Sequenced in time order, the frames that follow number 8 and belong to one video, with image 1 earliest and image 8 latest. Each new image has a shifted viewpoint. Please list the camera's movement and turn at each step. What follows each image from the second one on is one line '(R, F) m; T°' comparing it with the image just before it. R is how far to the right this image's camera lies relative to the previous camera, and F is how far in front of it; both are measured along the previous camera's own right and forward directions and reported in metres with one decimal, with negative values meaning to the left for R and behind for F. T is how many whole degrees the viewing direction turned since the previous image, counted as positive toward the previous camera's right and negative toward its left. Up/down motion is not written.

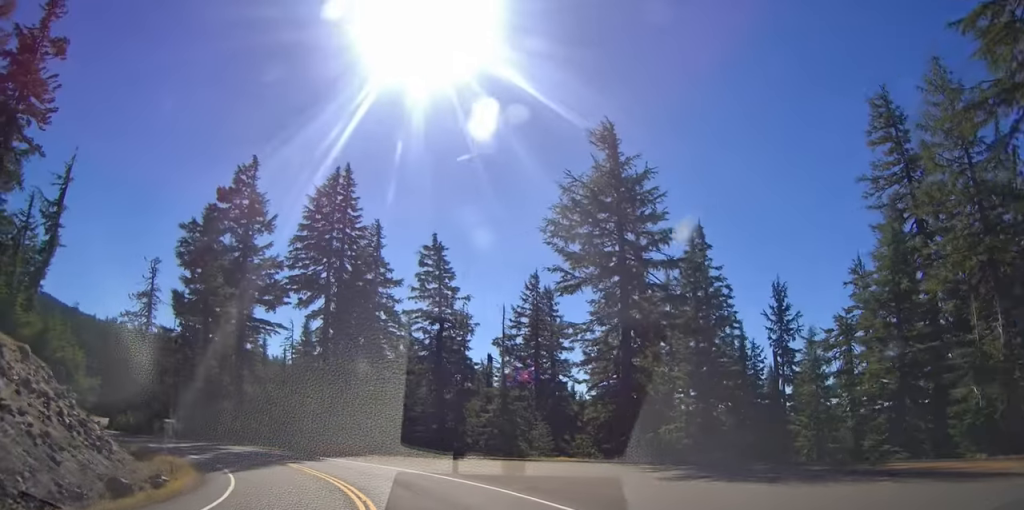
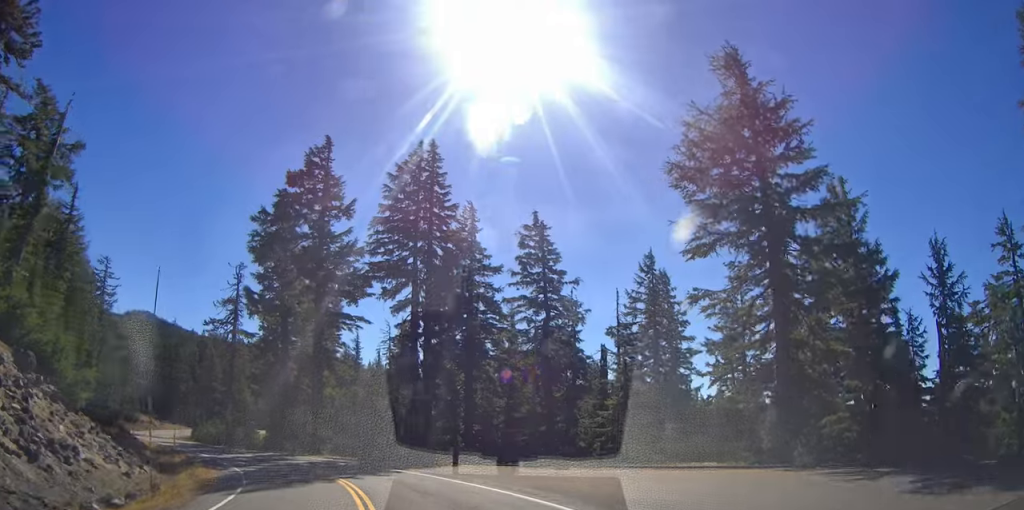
(+0.1, +7.8) m; -8°
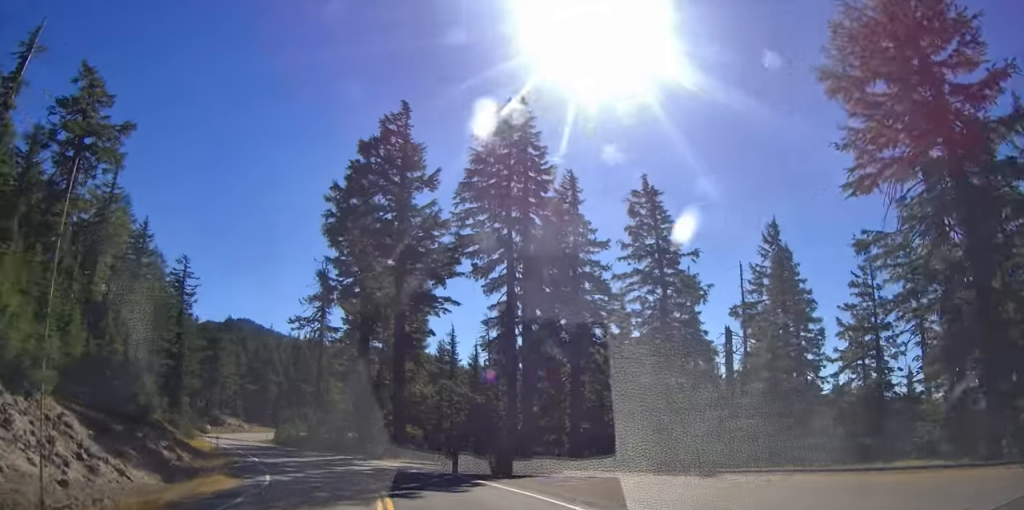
(-1.1, +7.6) m; -11°
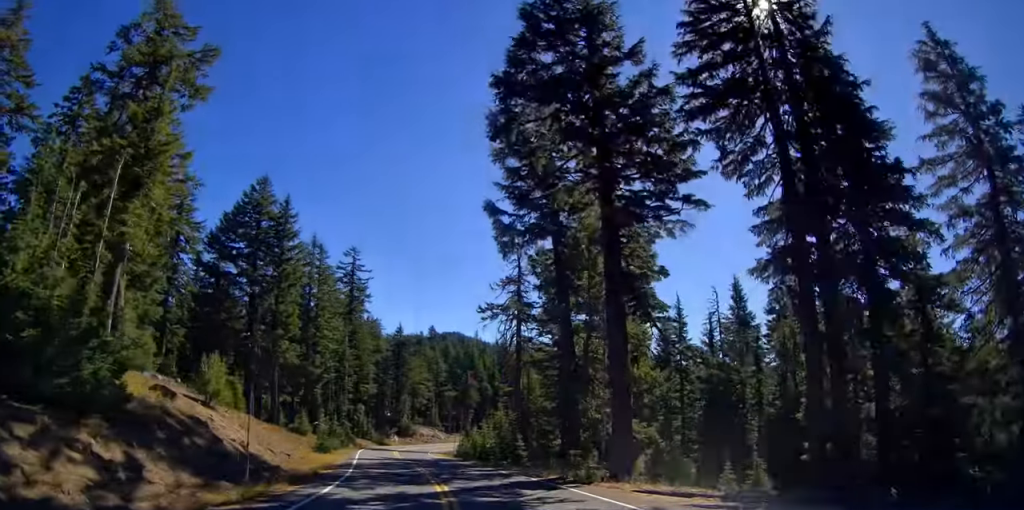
(-3.7, +18.1) m; -21°
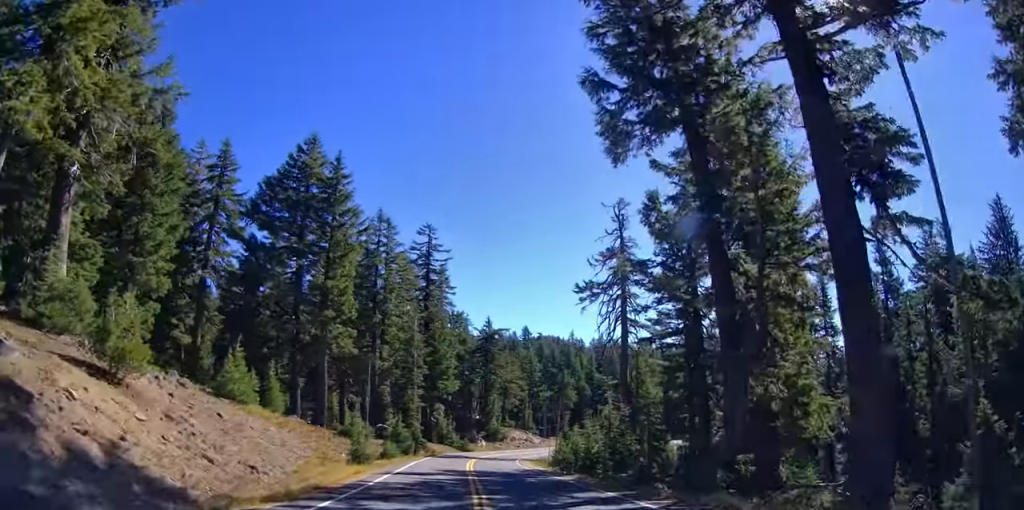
(-1.4, +14.1) m; -6°
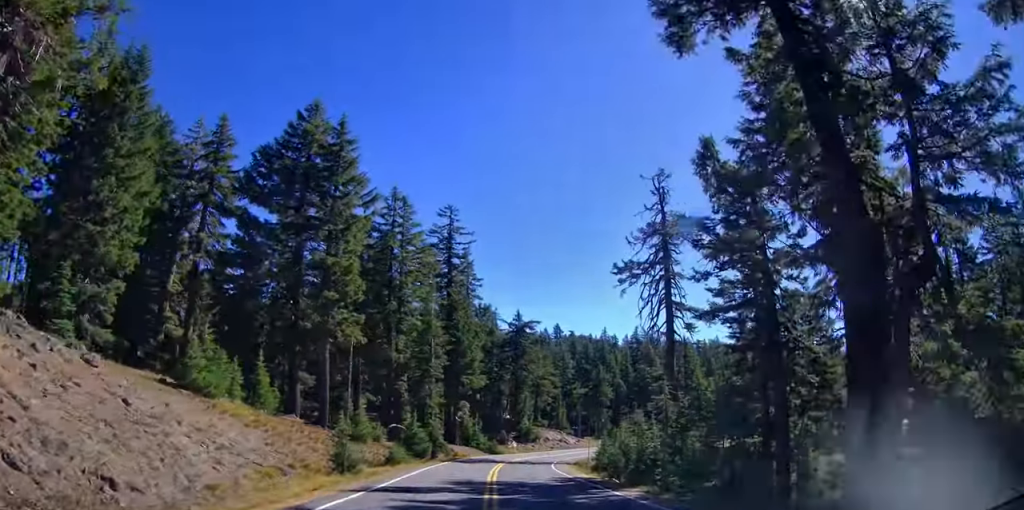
(0.0, +8.0) m; -1°
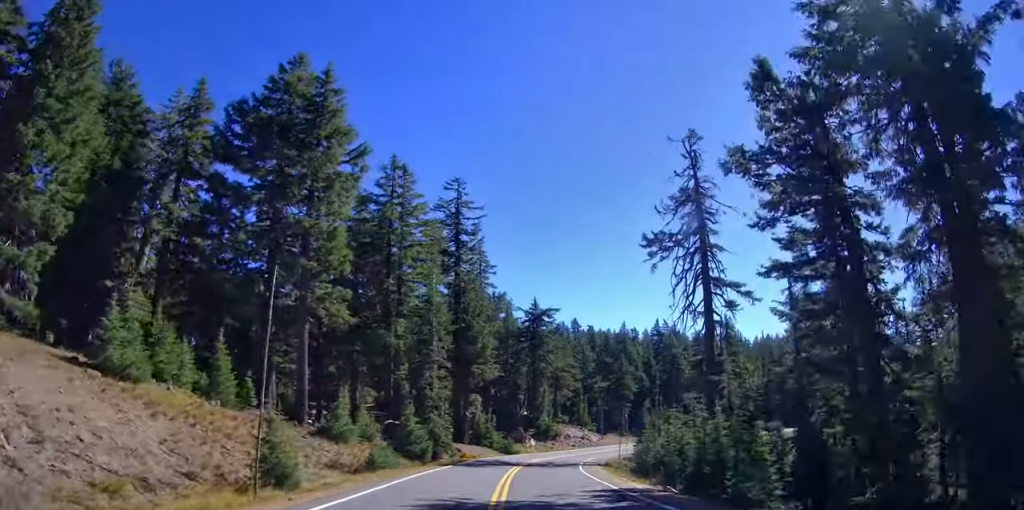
(-0.1, +8.2) m; -1°
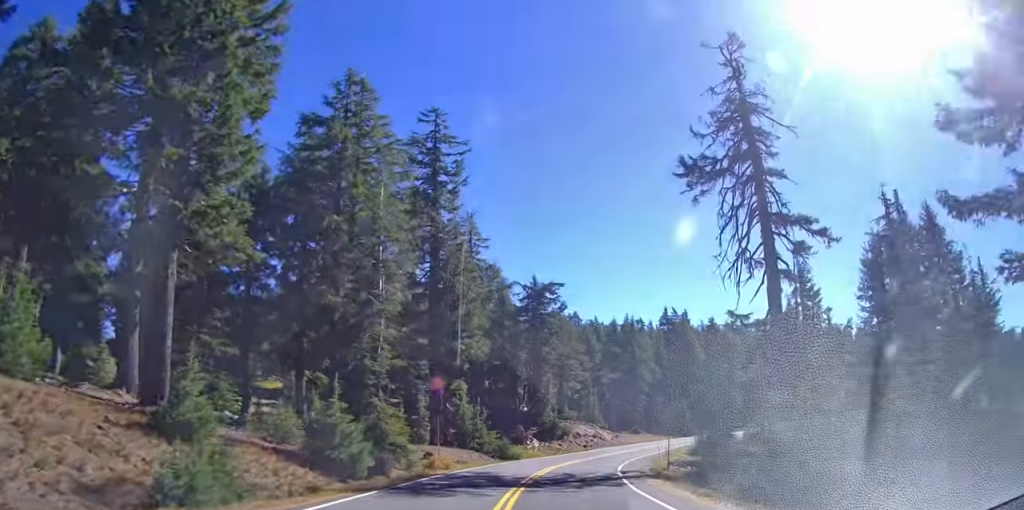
(-0.4, +15.8) m; -1°
